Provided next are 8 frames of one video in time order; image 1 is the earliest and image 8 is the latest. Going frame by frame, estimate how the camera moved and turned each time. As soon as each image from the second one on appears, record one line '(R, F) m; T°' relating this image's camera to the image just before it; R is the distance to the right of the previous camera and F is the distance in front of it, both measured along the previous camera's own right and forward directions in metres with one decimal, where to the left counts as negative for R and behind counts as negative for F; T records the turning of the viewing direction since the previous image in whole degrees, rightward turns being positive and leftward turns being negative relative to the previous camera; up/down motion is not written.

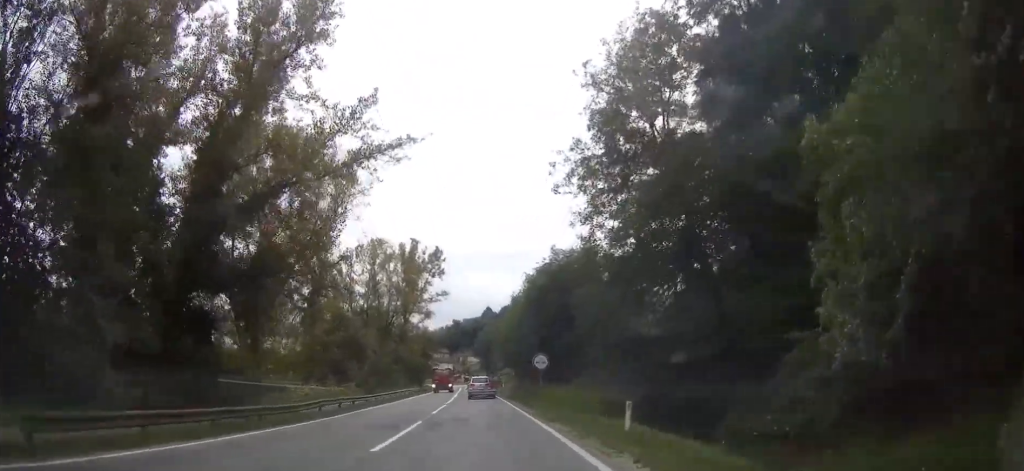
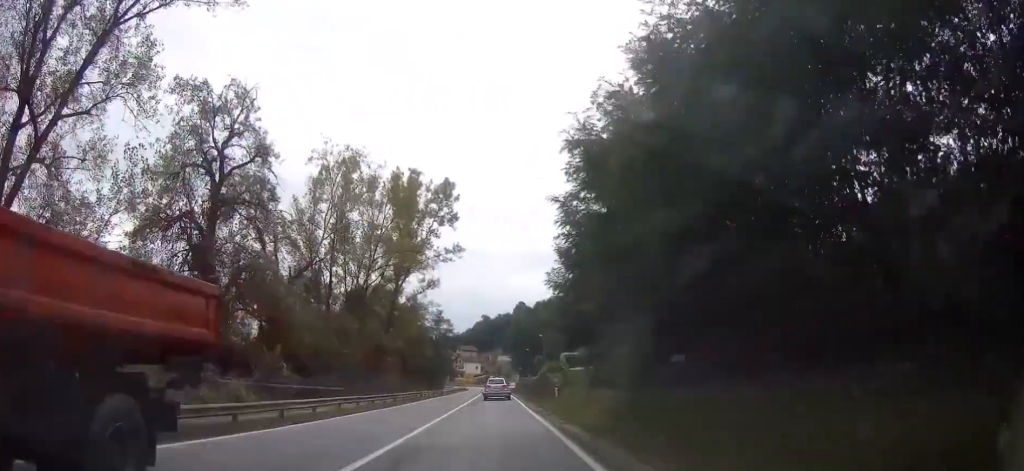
(-1.1, +40.7) m; -3°
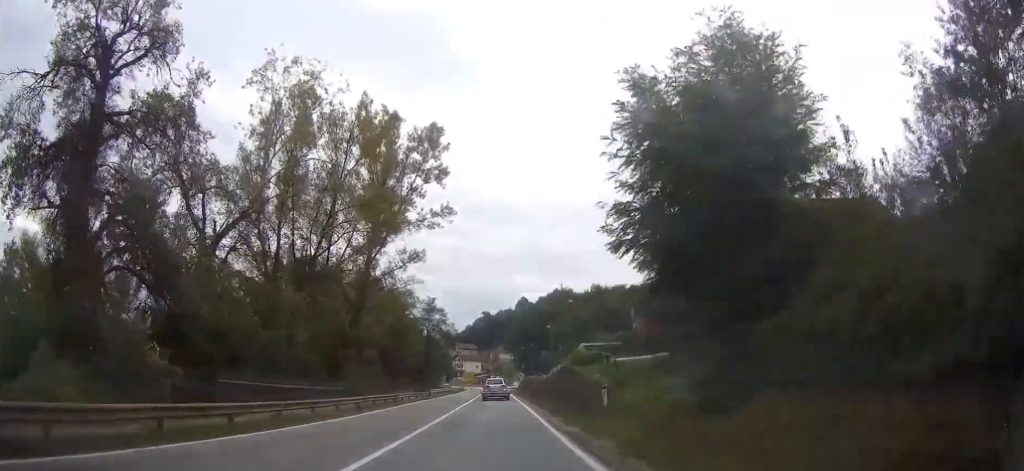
(0.0, +16.8) m; 0°
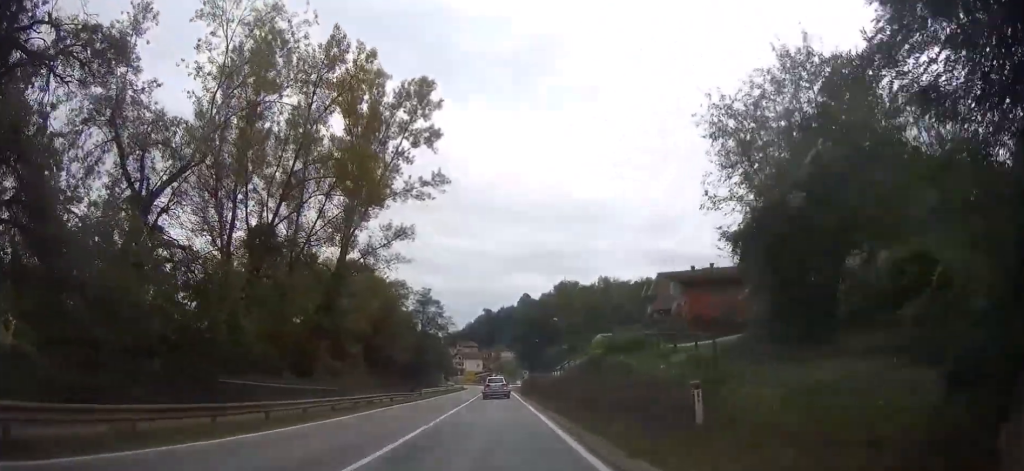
(-0.1, +9.6) m; 0°
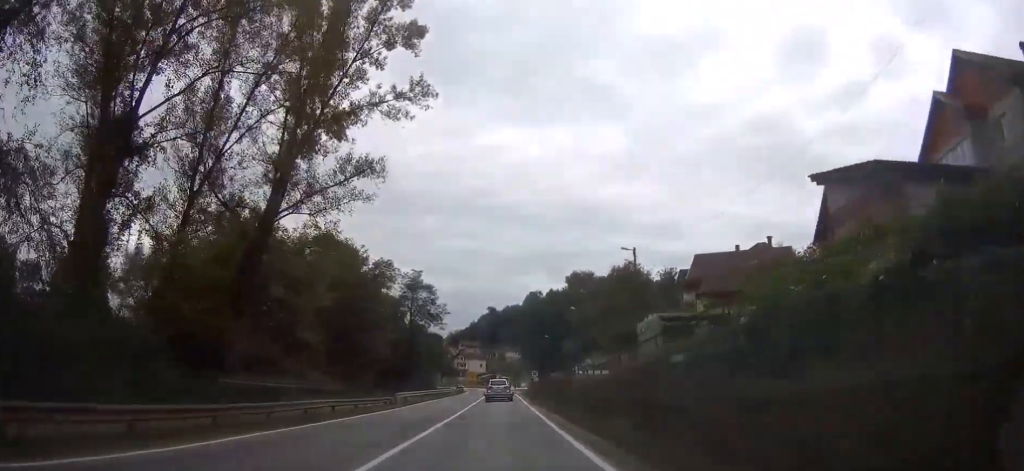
(0.0, +17.0) m; 0°
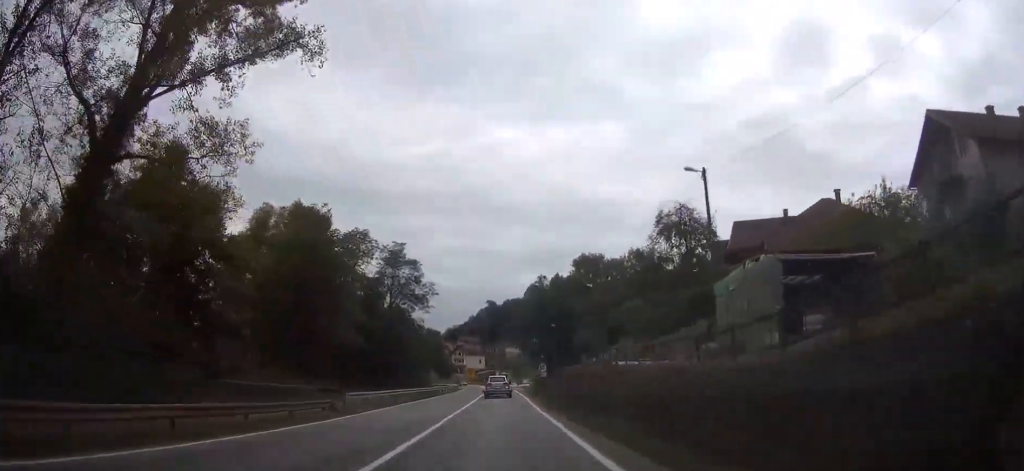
(0.0, +14.7) m; 0°
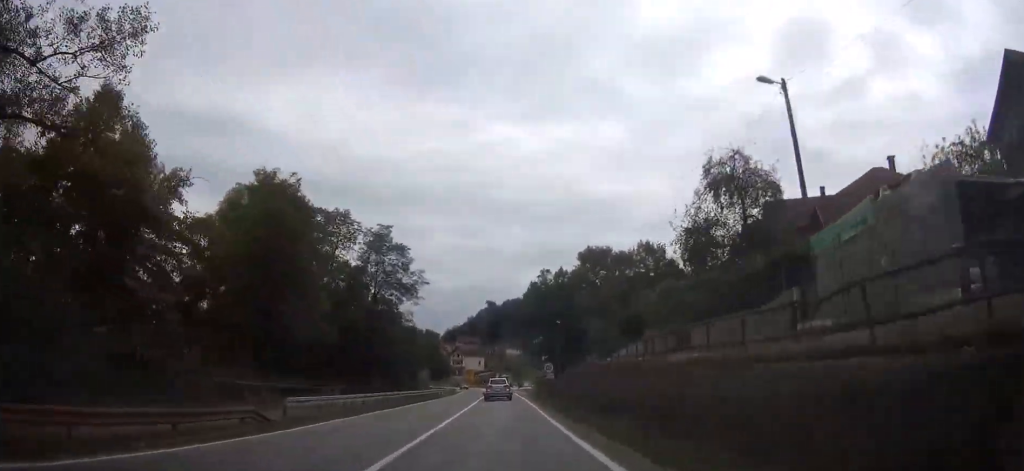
(0.0, +8.5) m; 0°
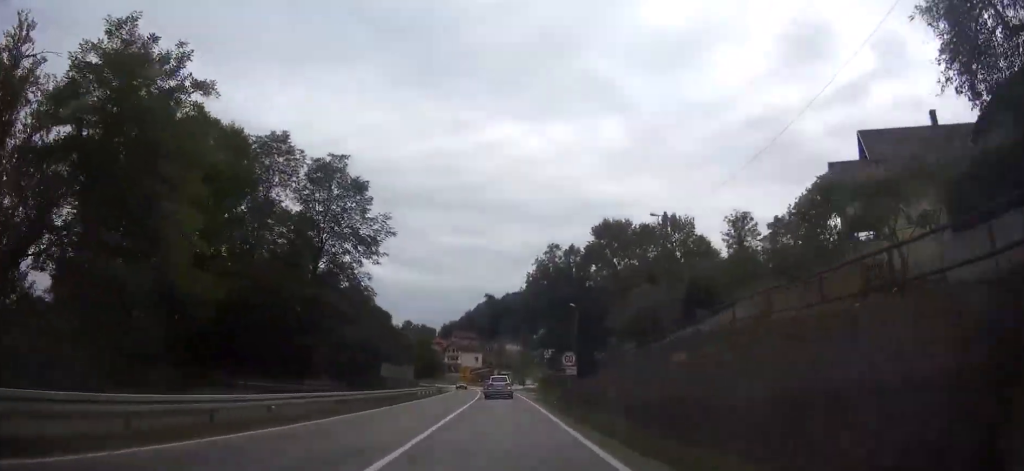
(+0.2, +17.5) m; 0°
